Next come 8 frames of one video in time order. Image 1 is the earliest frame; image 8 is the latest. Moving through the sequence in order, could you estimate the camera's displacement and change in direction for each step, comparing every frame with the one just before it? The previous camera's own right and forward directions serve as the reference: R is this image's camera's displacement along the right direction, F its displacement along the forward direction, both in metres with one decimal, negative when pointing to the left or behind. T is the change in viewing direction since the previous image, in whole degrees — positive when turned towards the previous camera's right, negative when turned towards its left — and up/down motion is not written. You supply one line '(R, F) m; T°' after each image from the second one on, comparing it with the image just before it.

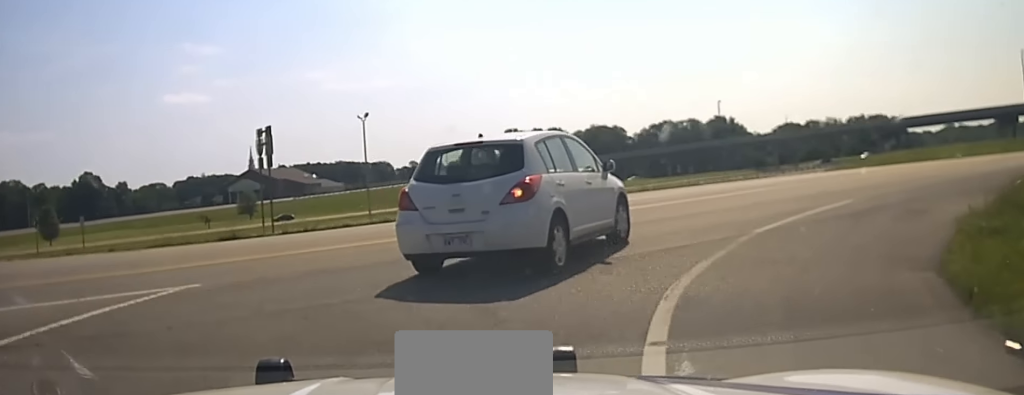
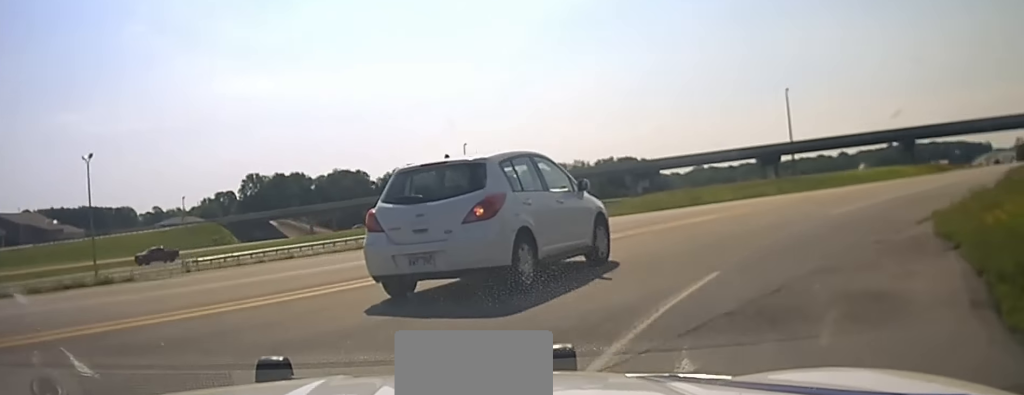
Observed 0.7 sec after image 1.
(+1.3, +6.8) m; +16°
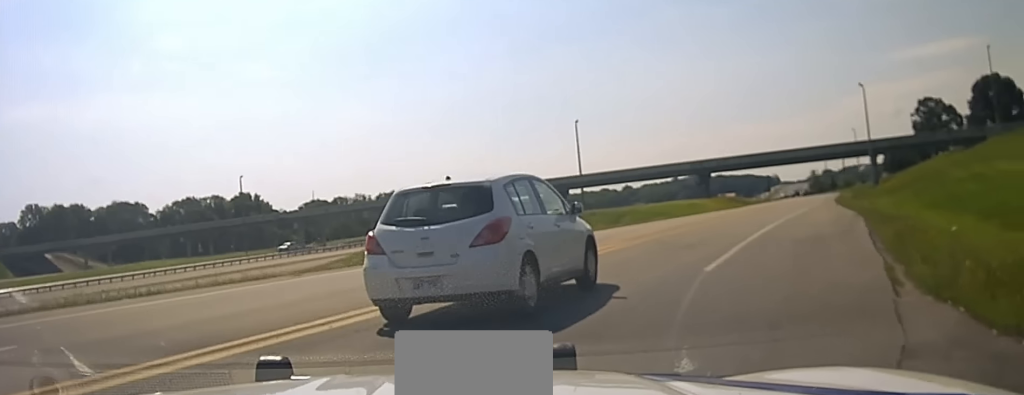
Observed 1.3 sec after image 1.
(+0.8, +7.2) m; +14°
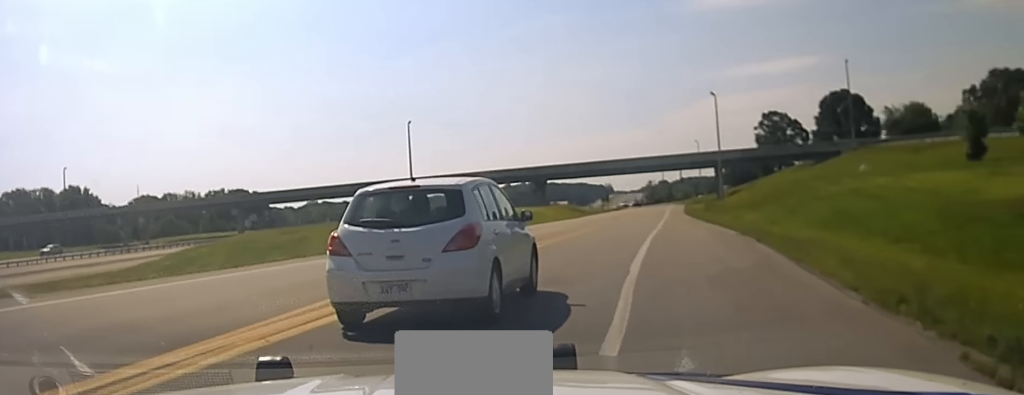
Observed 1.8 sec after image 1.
(+0.6, +5.7) m; +8°
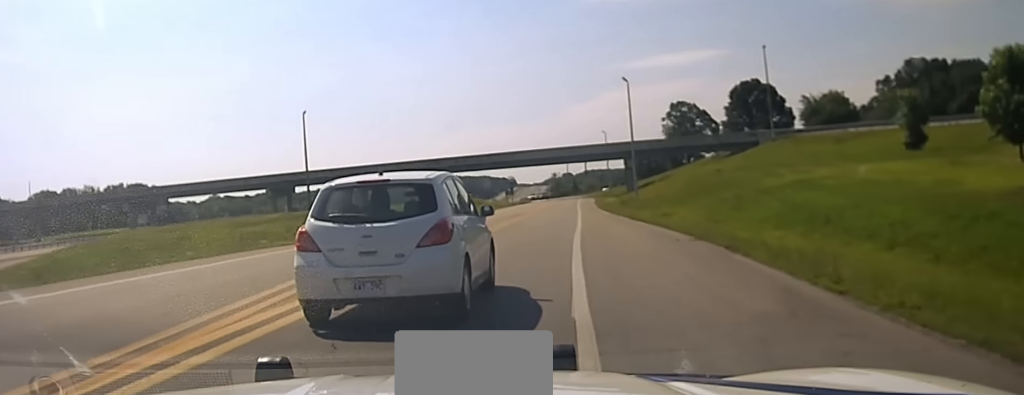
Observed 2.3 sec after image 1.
(+0.3, +6.4) m; +7°
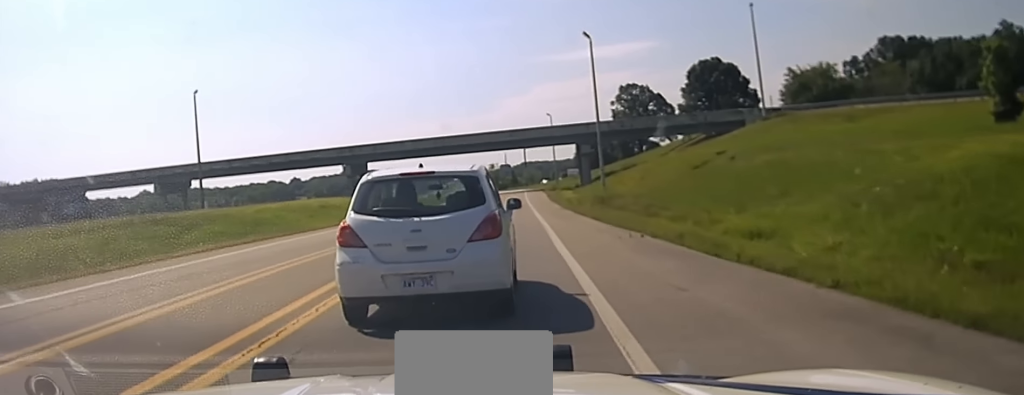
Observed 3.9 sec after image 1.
(+2.5, +25.5) m; +6°
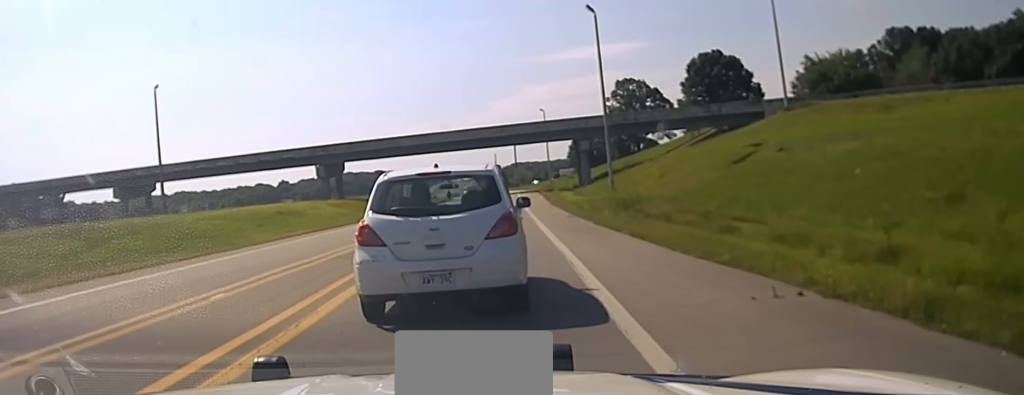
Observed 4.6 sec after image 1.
(0.0, +13.0) m; 0°
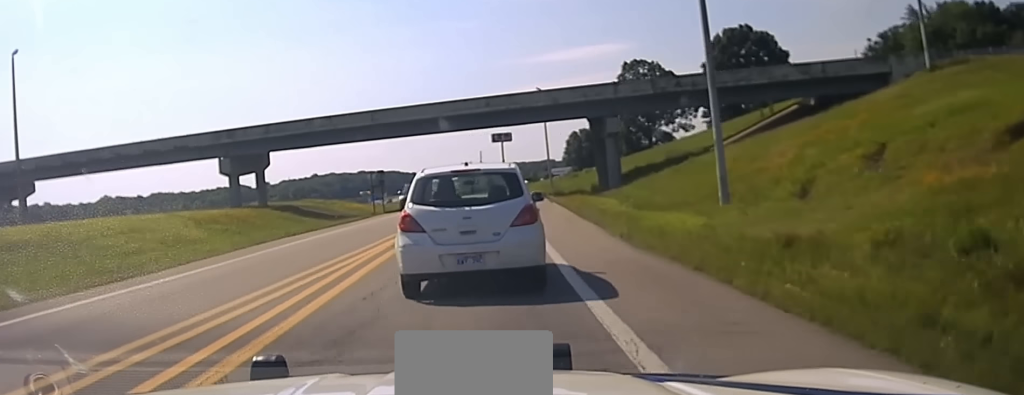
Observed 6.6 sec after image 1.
(0.0, +32.7) m; 0°
